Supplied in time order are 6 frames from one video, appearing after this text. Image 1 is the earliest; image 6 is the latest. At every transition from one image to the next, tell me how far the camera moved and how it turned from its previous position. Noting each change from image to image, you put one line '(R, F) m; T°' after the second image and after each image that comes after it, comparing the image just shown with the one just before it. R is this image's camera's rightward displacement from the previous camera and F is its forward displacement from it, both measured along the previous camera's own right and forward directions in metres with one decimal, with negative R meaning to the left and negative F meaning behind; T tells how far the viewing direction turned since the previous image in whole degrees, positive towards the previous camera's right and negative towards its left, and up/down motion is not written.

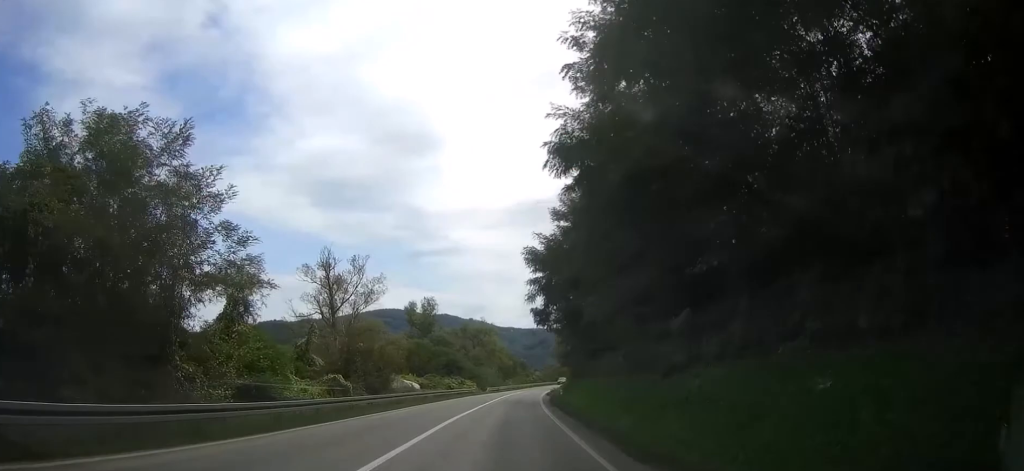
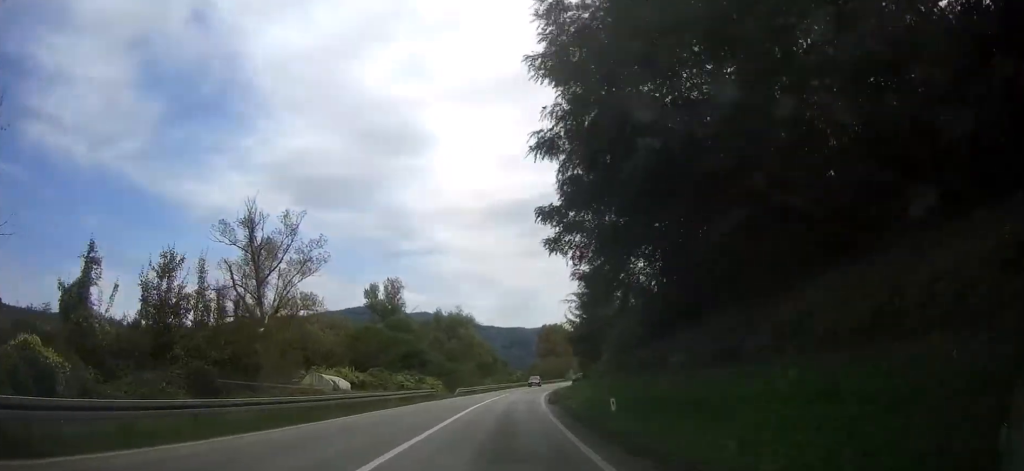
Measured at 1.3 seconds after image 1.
(+0.4, +26.2) m; +2°
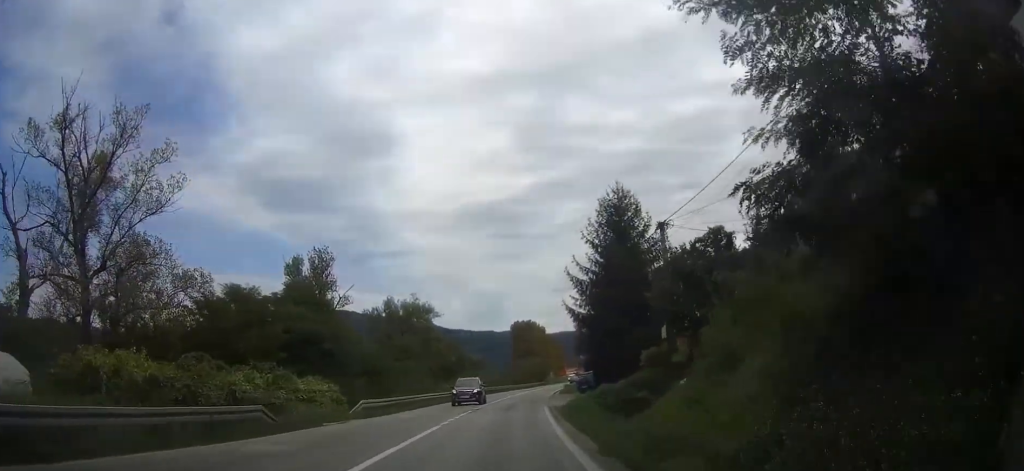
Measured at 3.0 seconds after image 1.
(+0.8, +33.3) m; +2°
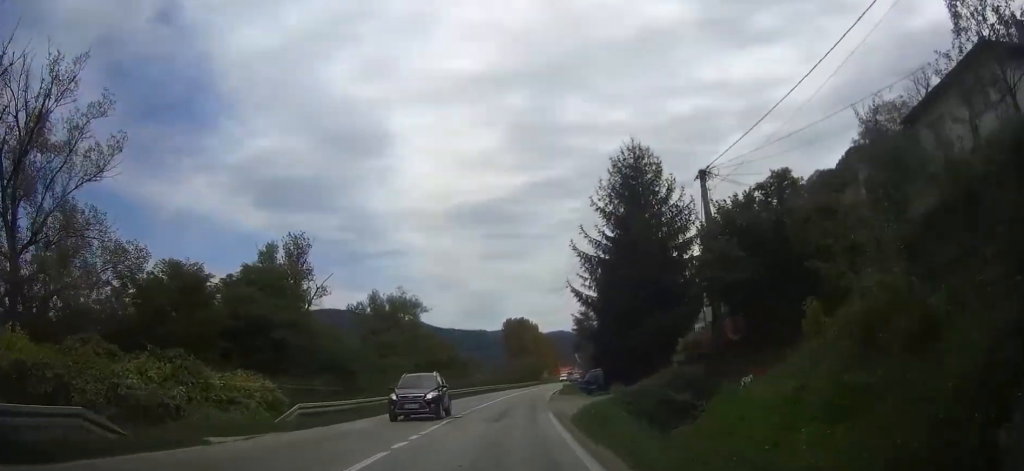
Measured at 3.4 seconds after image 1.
(0.0, +8.6) m; 0°
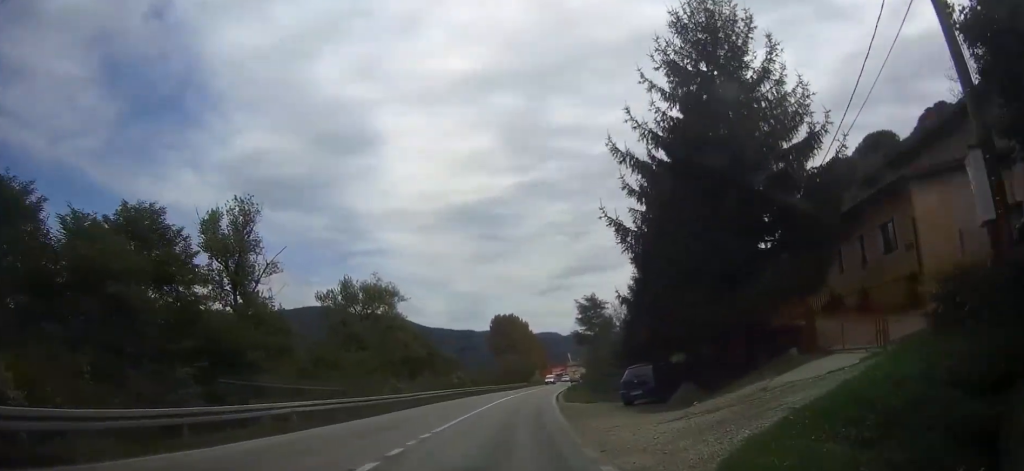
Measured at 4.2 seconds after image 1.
(+0.2, +16.7) m; +1°
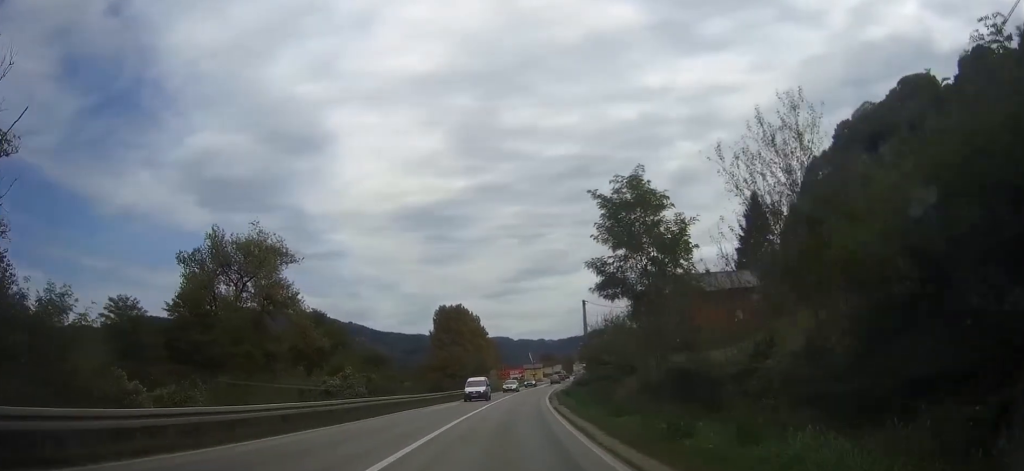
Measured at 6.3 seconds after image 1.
(+1.2, +41.3) m; +3°
